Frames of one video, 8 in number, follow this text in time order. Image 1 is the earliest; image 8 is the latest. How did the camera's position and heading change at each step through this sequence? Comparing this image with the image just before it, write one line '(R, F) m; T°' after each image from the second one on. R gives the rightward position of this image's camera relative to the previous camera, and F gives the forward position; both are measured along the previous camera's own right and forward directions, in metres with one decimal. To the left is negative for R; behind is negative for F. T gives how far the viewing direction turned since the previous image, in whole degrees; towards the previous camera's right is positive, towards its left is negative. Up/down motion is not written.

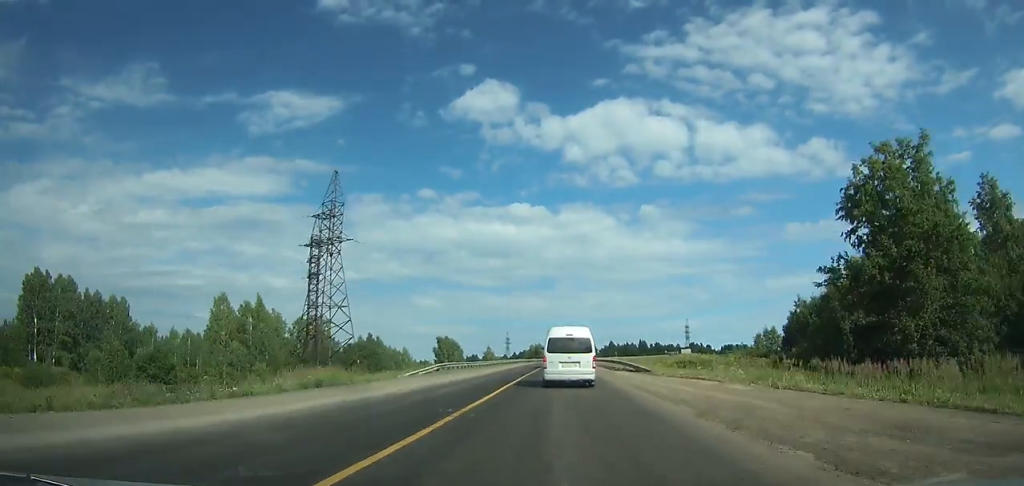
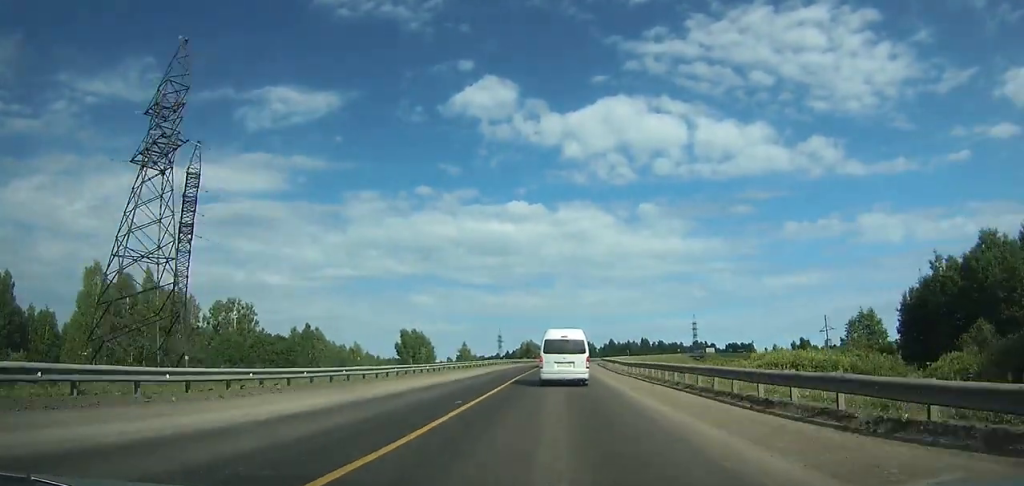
(-0.1, +38.5) m; 0°
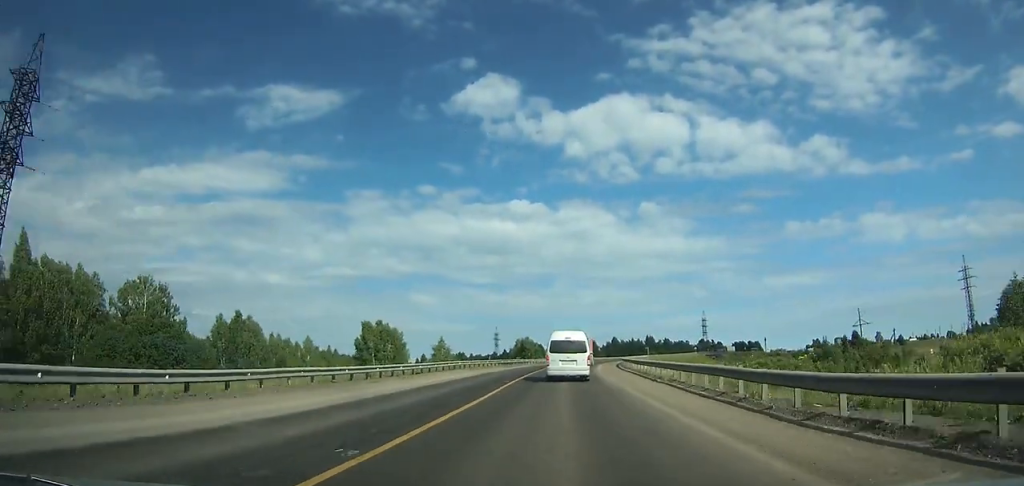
(0.0, +28.8) m; +1°
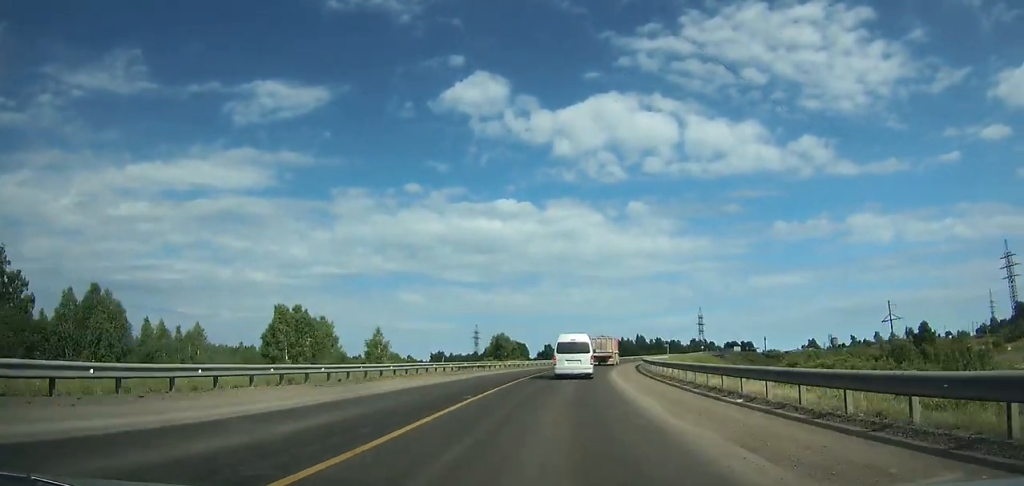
(+0.2, +30.7) m; +2°
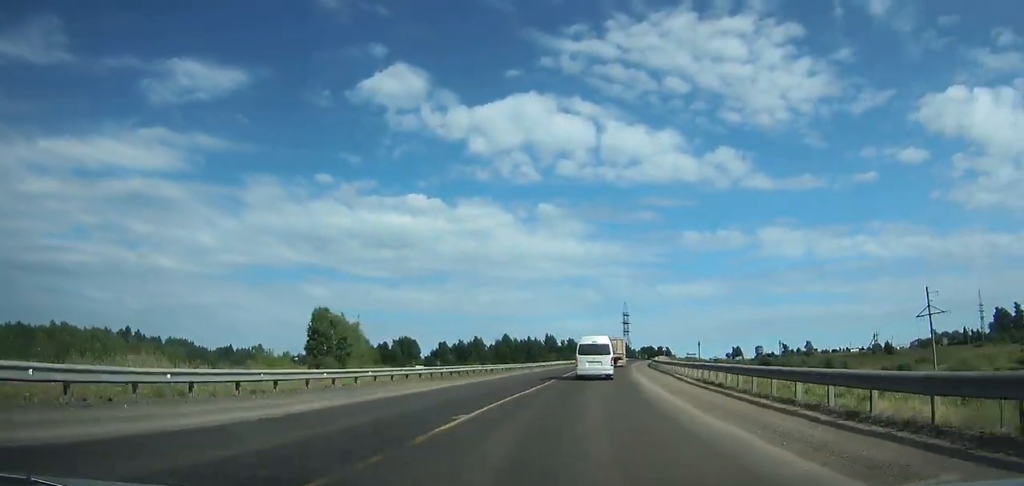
(+3.9, +63.2) m; +9°
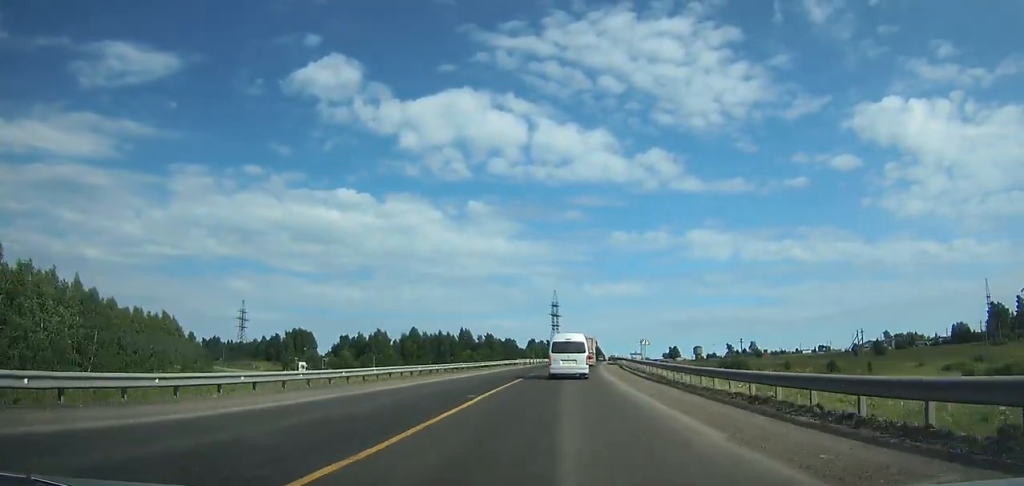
(+3.7, +52.7) m; +7°
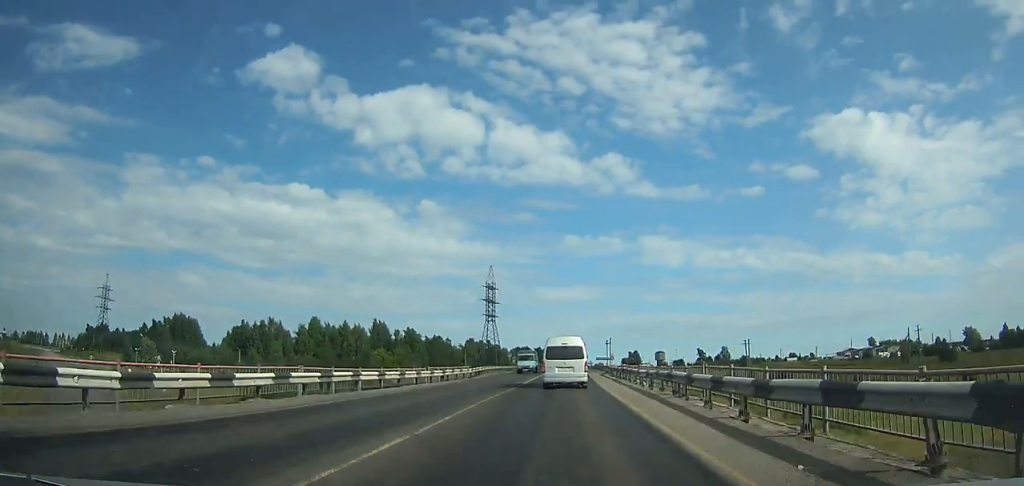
(+3.5, +70.0) m; +5°
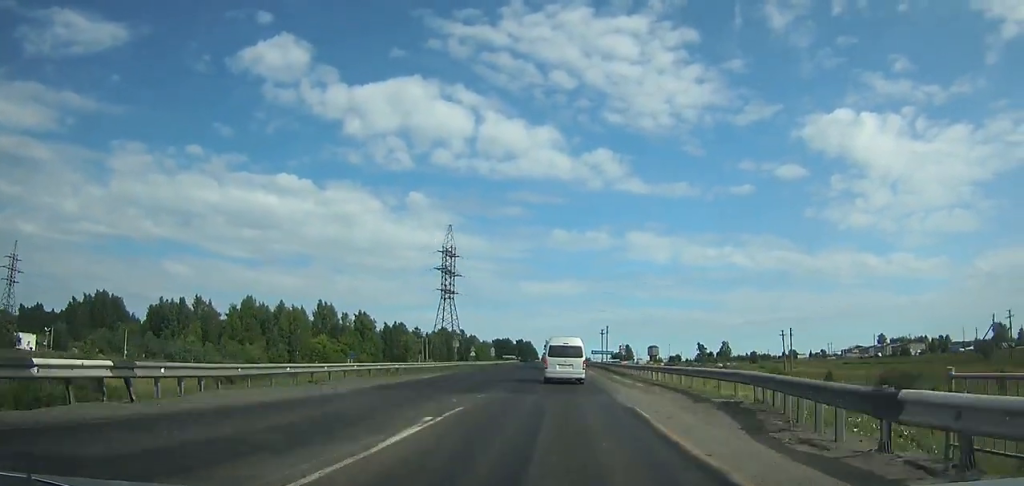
(+0.9, +47.0) m; +1°
